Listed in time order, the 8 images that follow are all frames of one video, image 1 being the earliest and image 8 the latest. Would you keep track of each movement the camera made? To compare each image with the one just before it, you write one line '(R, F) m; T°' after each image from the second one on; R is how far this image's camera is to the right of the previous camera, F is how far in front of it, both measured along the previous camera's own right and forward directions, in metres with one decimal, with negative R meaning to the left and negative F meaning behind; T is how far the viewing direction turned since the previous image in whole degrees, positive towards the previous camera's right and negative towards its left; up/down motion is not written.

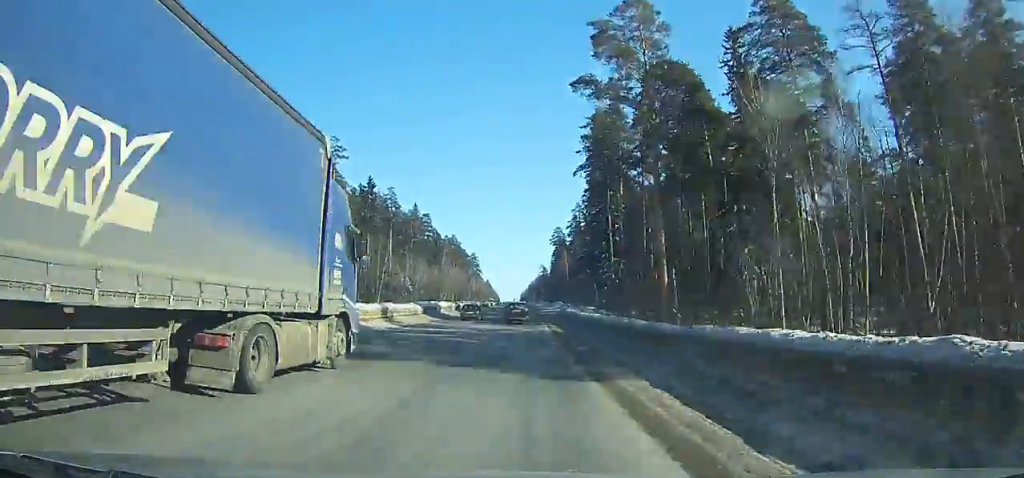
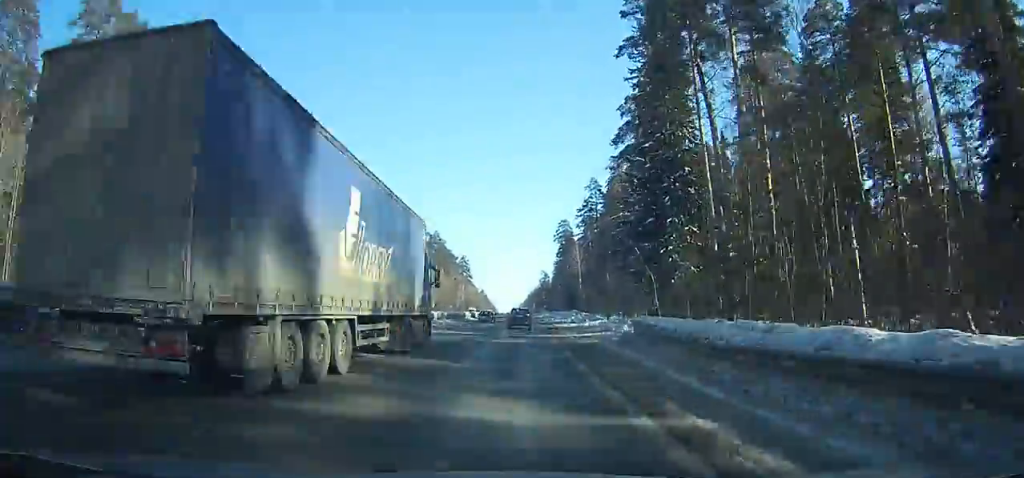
(-1.8, +49.0) m; -4°
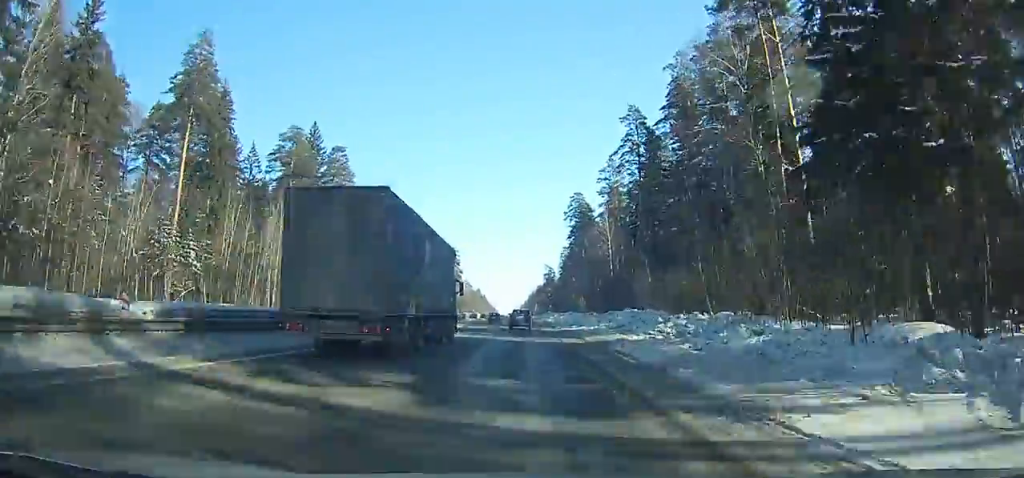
(-4.8, +51.6) m; -2°
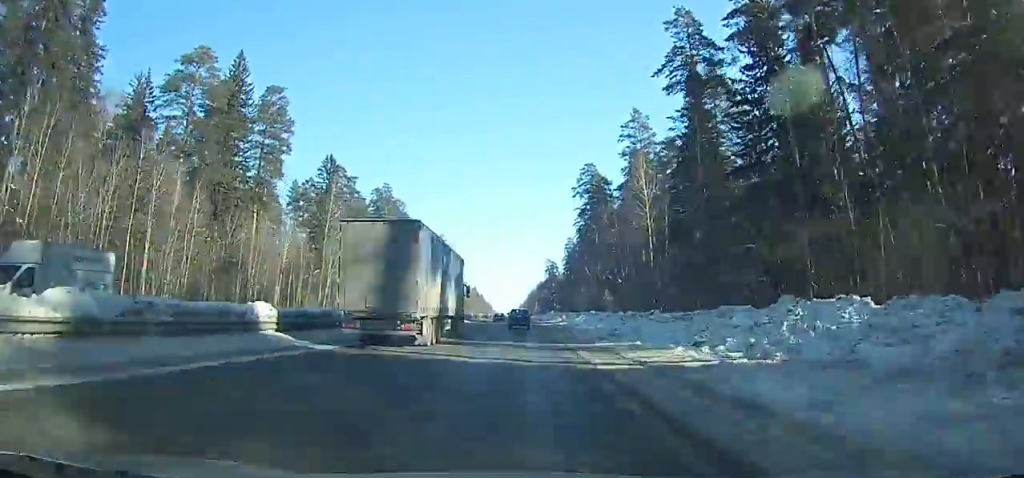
(+2.1, +31.0) m; +3°
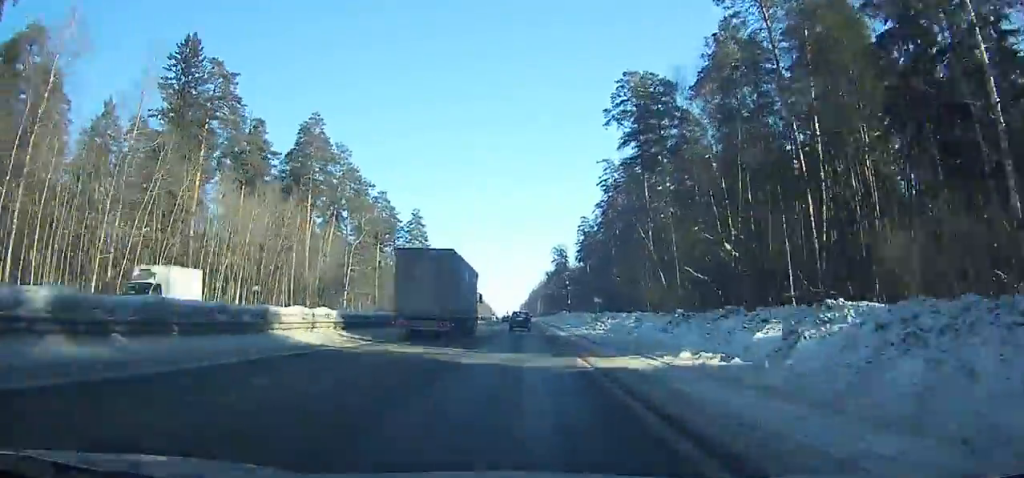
(+1.2, +51.5) m; +2°
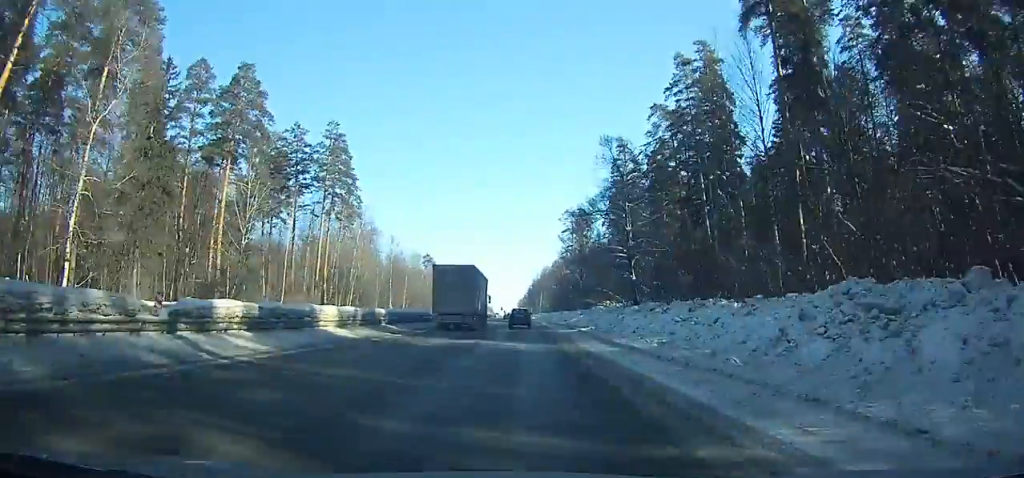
(+0.3, +71.2) m; 0°
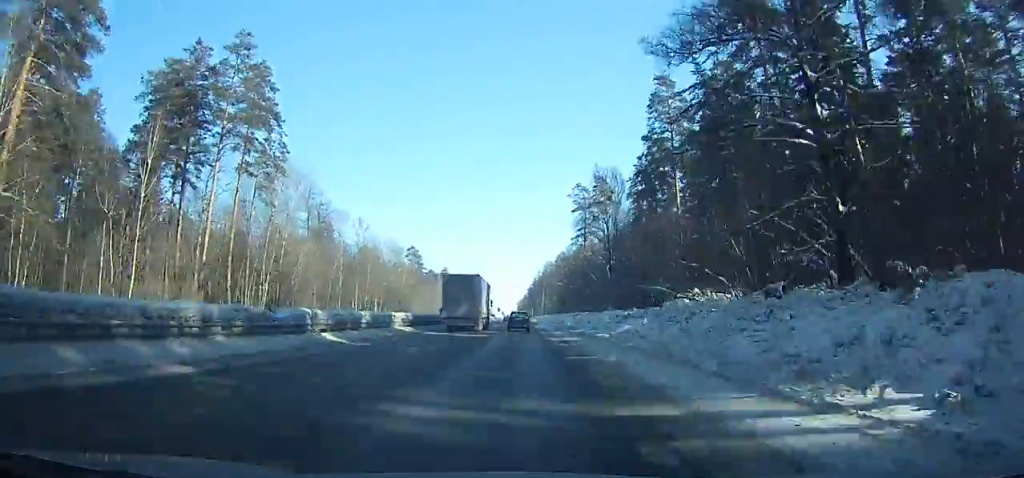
(0.0, +32.2) m; 0°
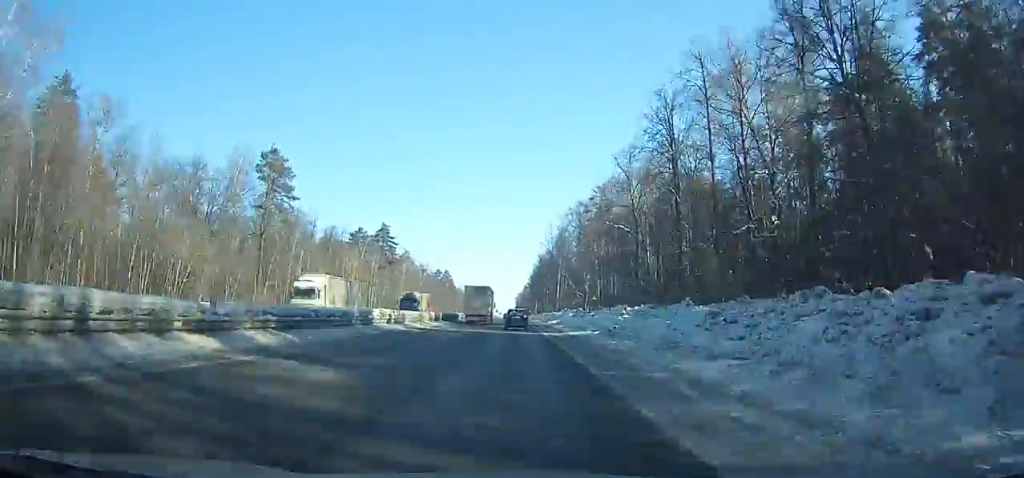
(-0.9, +117.2) m; -1°
